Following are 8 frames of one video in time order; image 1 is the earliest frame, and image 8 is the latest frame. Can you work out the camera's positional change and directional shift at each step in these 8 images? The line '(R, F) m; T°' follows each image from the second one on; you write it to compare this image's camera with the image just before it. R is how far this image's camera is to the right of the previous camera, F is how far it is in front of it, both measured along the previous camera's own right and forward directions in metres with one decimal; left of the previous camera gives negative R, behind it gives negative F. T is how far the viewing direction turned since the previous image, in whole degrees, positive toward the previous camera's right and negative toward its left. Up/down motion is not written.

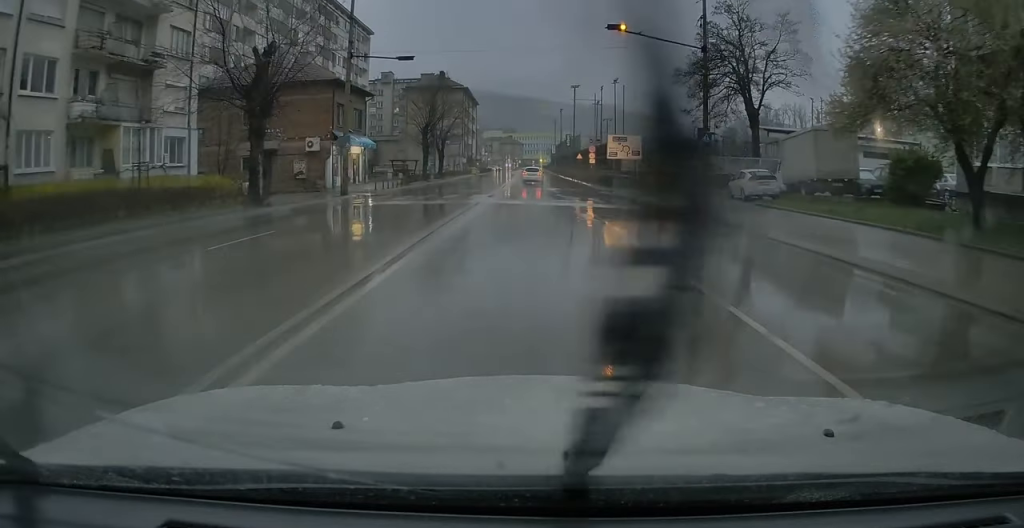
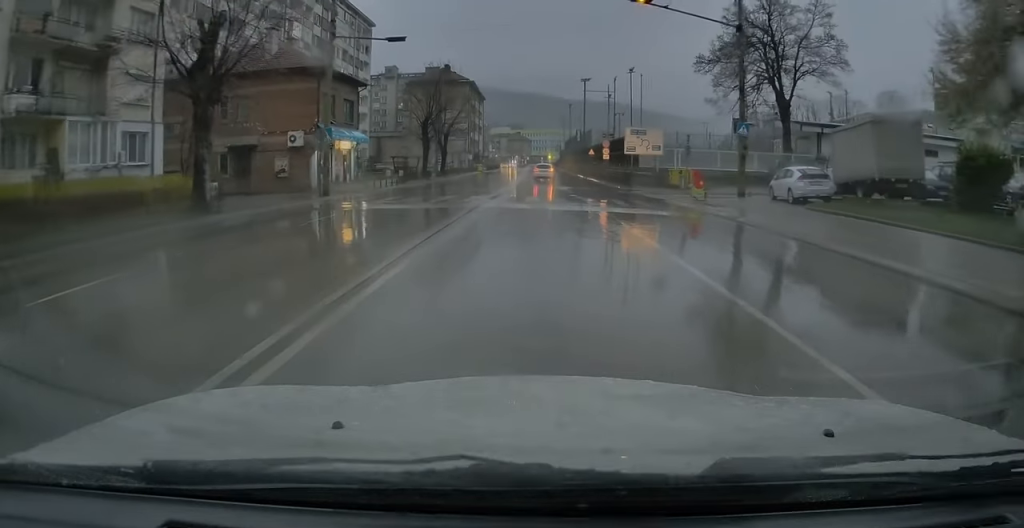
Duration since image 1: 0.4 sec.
(0.0, +4.4) m; 0°
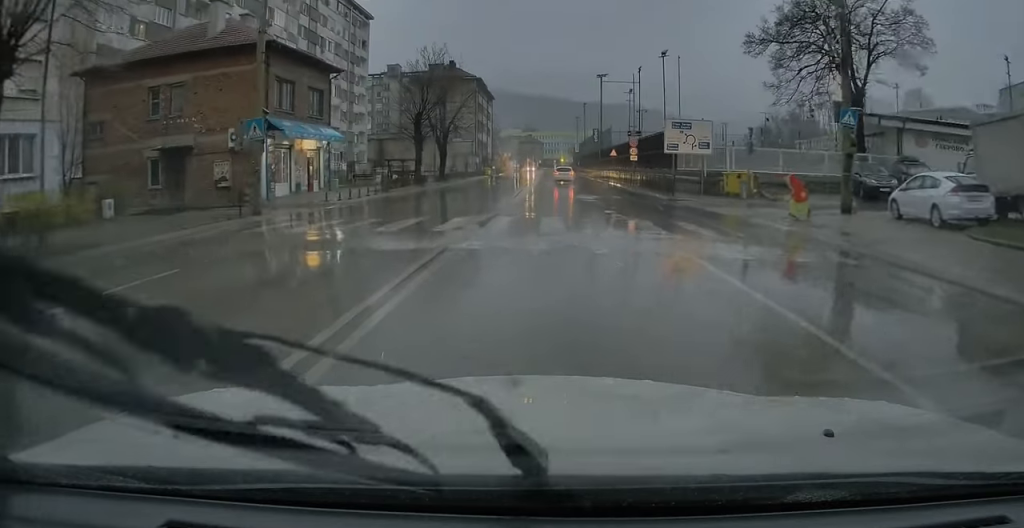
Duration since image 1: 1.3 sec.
(0.0, +8.1) m; +1°
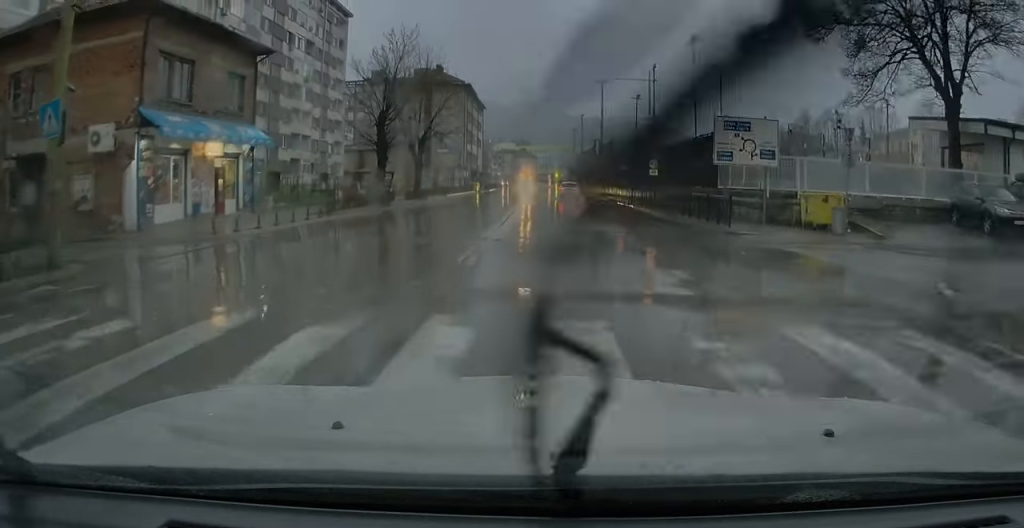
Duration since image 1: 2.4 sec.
(+0.1, +8.8) m; 0°
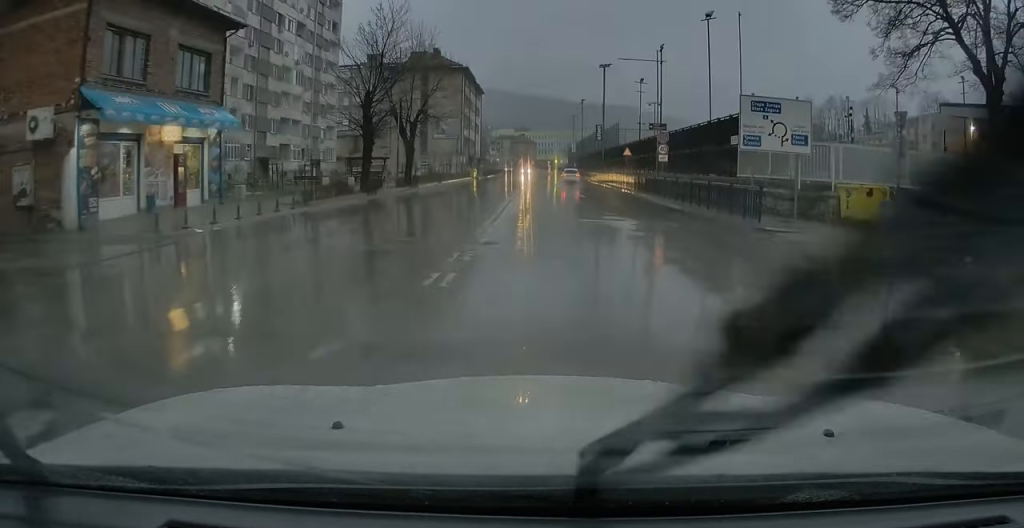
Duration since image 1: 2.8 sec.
(0.0, +2.7) m; 0°
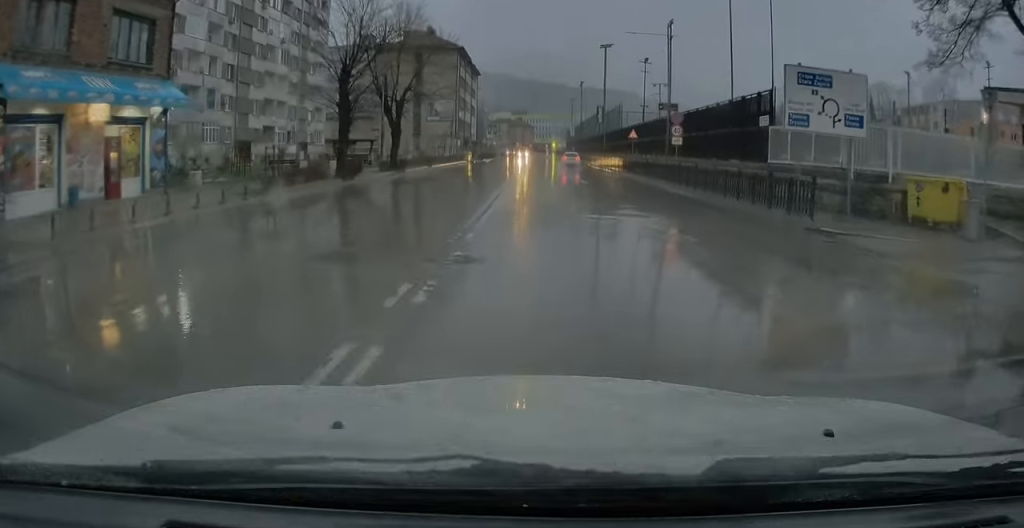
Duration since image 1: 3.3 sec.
(-0.1, +3.5) m; -1°
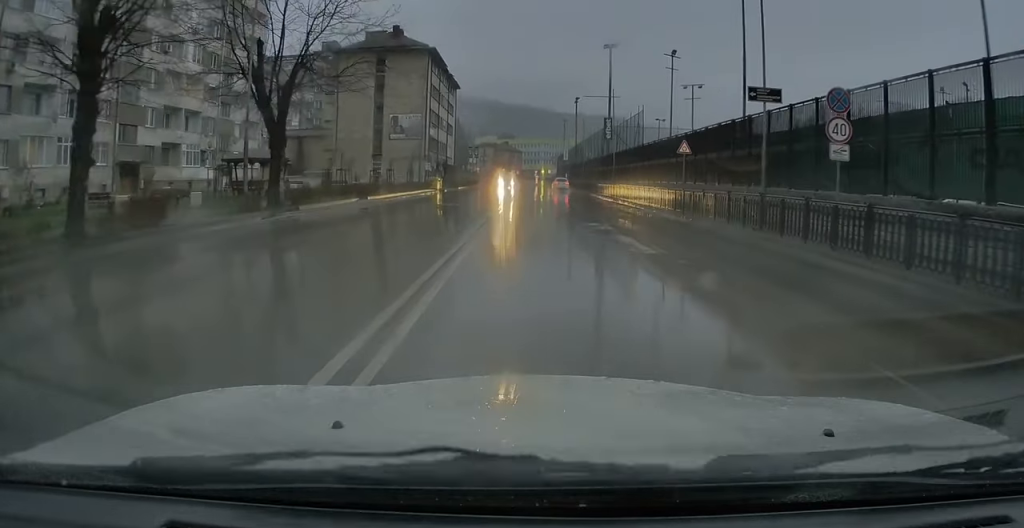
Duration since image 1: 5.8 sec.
(+0.4, +17.2) m; +5°
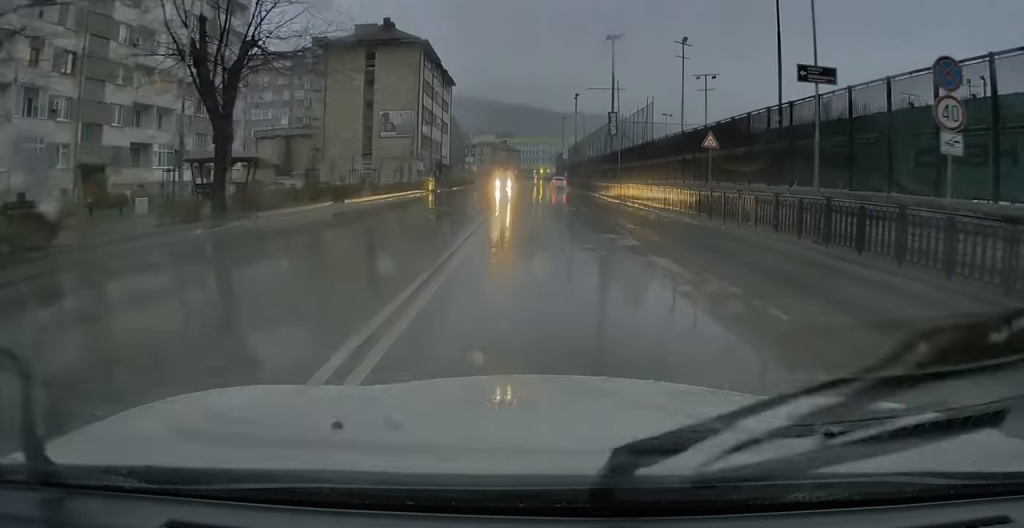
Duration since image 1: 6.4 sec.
(+0.1, +4.5) m; +1°
